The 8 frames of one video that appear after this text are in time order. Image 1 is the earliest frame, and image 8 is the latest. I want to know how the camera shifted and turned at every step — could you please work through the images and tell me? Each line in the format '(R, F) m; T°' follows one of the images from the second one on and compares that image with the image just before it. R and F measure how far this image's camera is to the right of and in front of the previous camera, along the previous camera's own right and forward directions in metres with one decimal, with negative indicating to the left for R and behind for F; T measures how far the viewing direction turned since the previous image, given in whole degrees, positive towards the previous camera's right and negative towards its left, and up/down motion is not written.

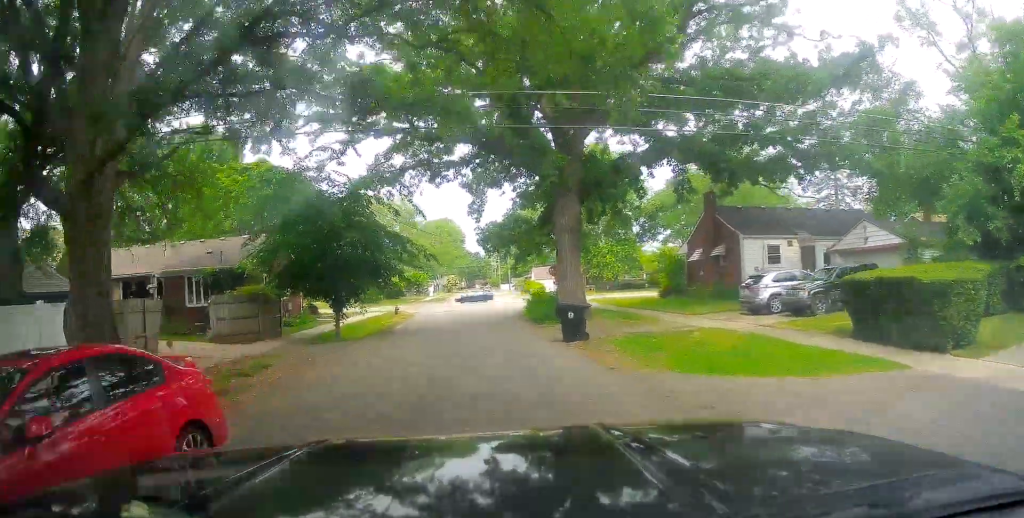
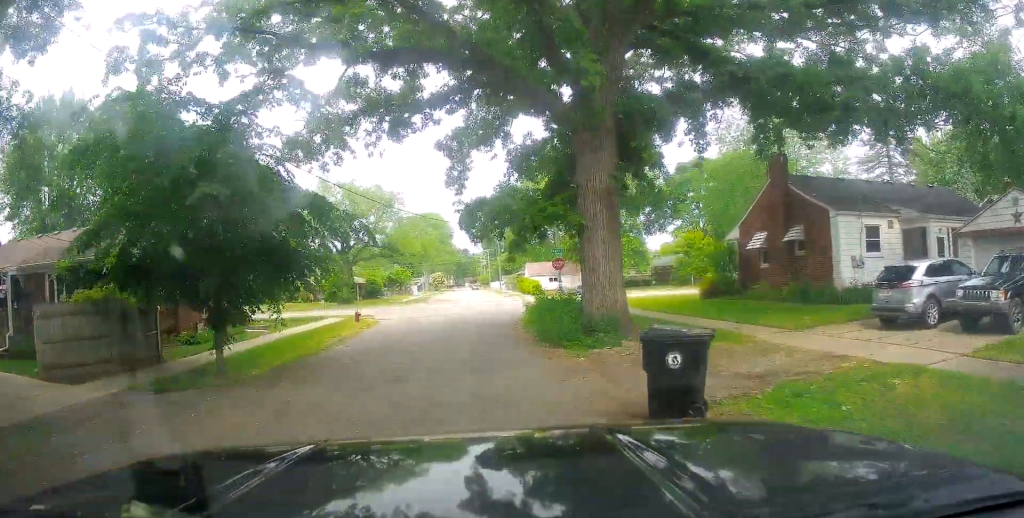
(-0.4, +9.6) m; -6°
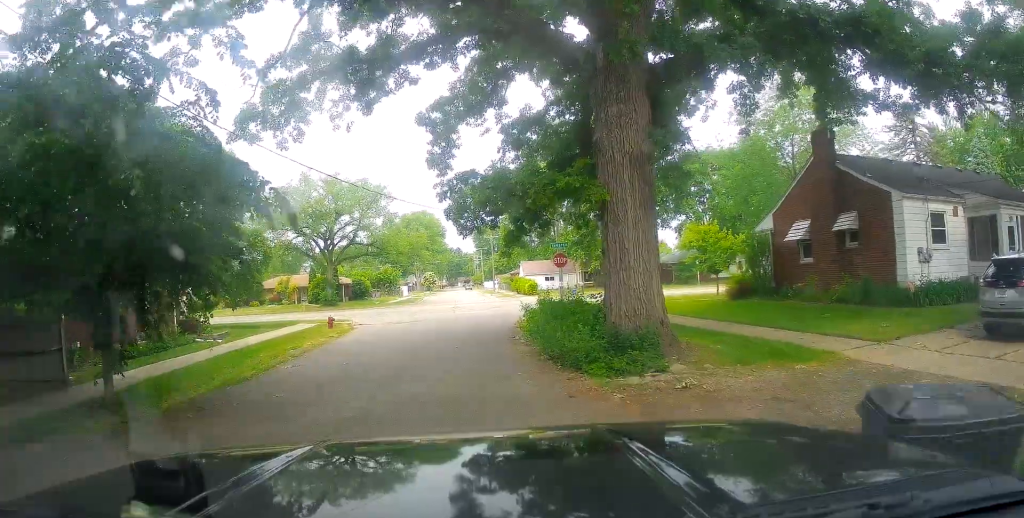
(-0.2, +4.5) m; -3°
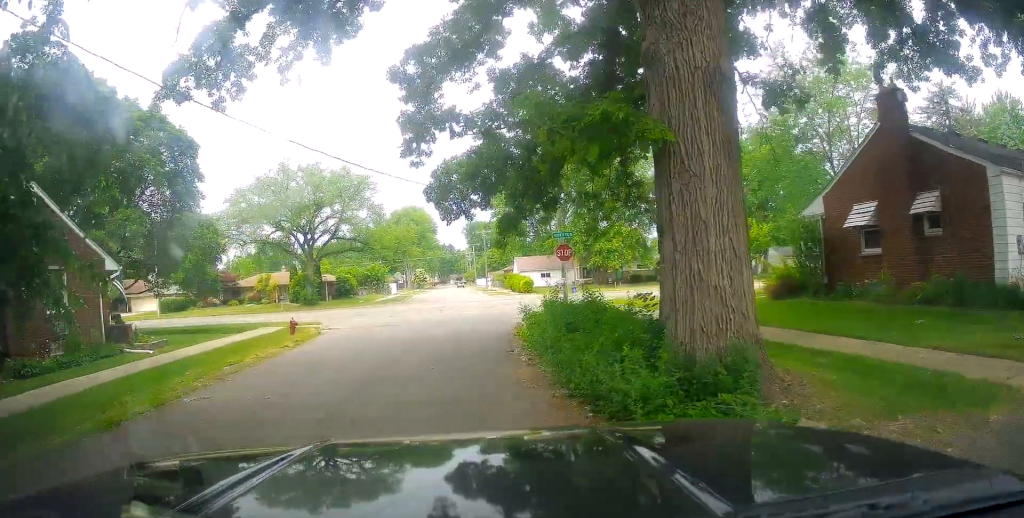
(0.0, +5.0) m; 0°
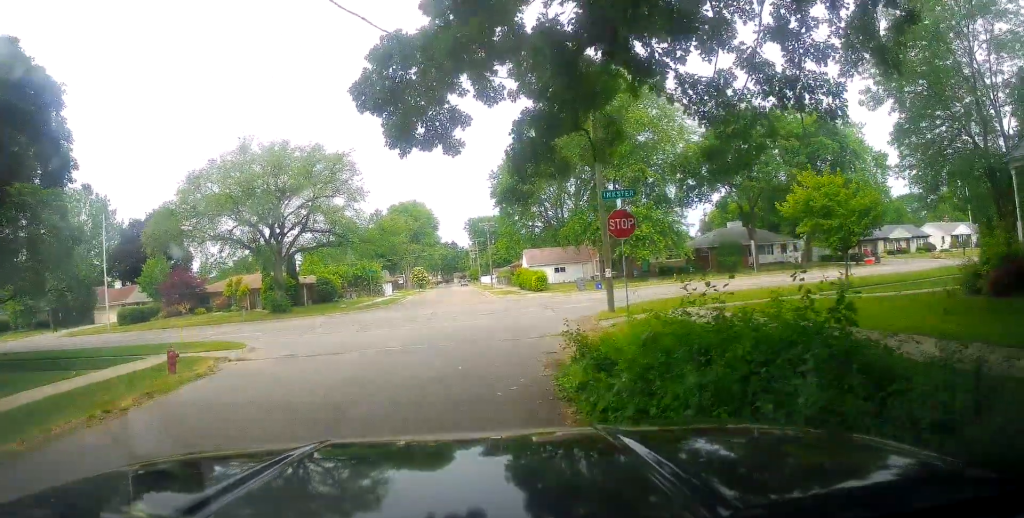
(0.0, +12.2) m; 0°
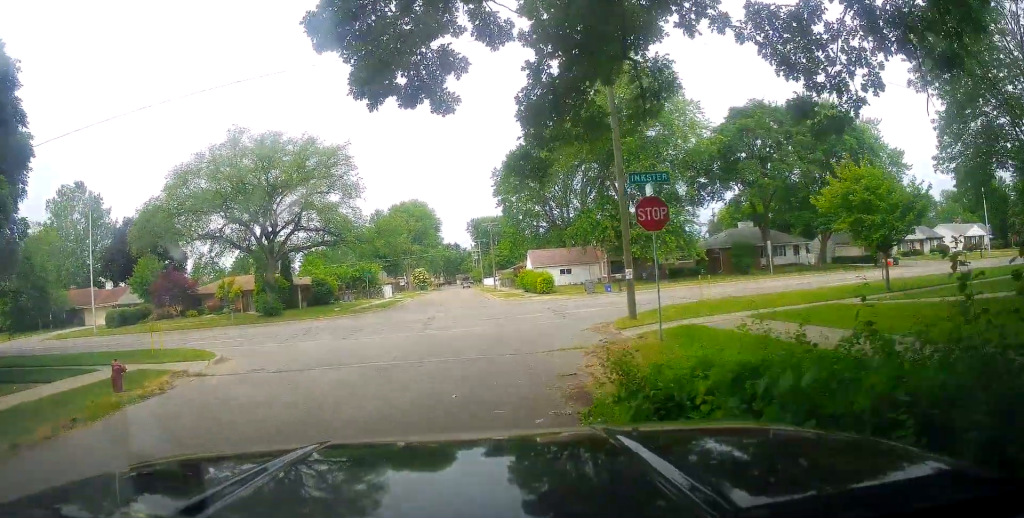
(0.0, +3.6) m; +1°
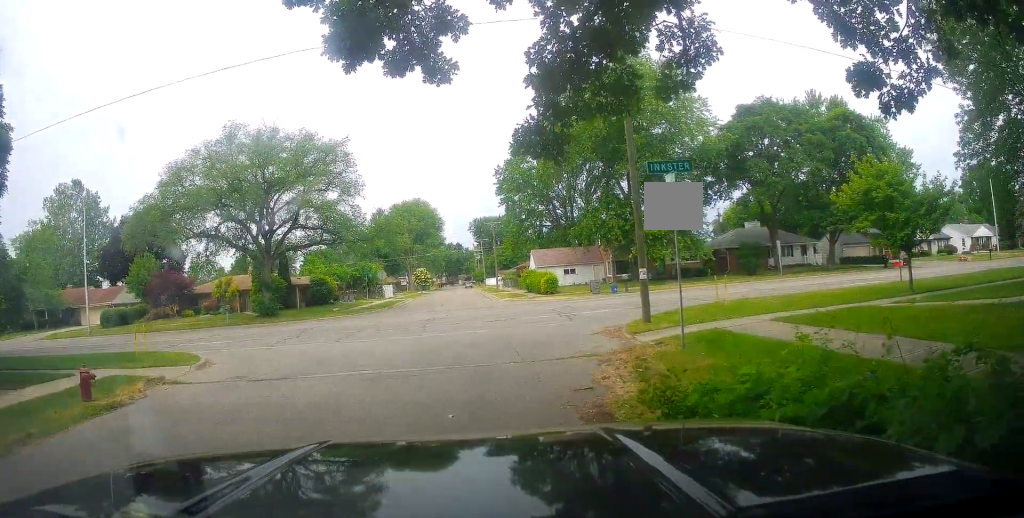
(+0.1, +1.6) m; 0°
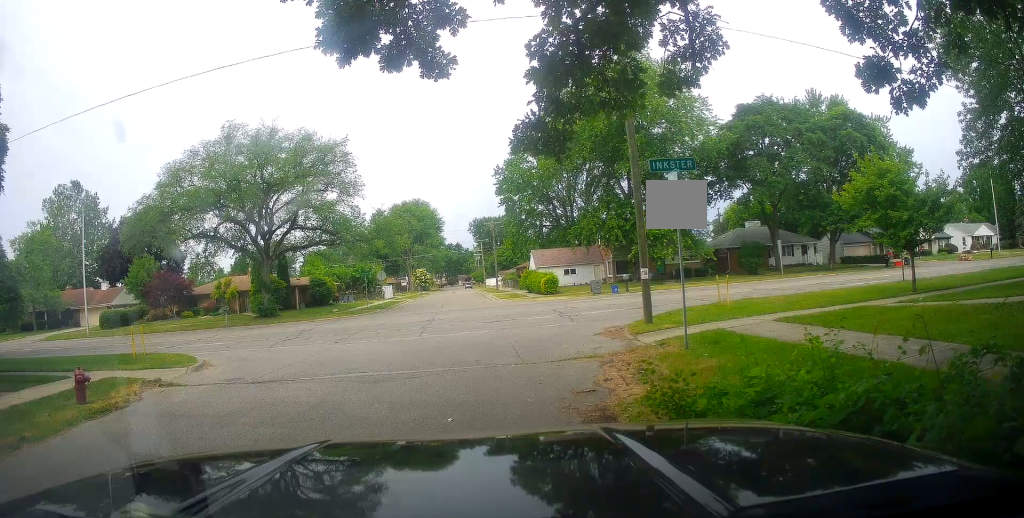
(+0.1, +0.4) m; 0°
